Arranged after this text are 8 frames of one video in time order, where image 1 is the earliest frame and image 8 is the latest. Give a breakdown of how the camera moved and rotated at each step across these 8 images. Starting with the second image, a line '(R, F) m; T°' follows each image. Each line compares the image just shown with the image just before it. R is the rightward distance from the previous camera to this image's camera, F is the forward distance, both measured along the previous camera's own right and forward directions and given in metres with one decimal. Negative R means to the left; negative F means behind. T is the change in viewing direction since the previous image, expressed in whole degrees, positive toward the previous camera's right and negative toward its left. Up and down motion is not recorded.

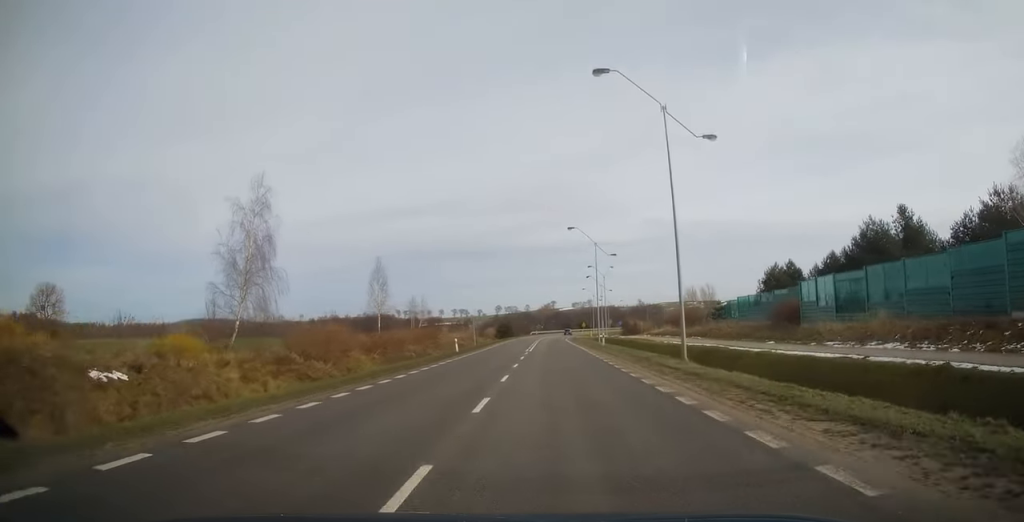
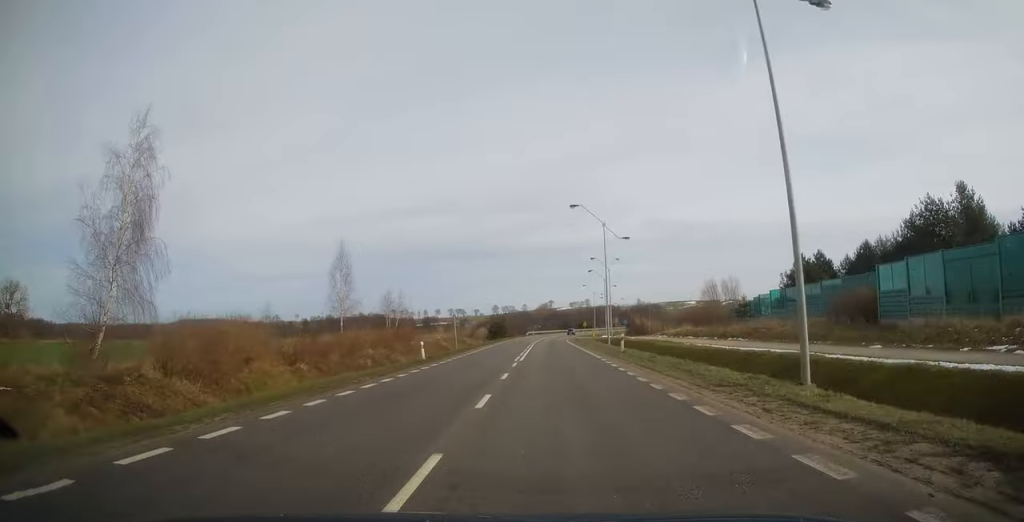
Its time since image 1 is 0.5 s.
(0.0, +11.5) m; 0°
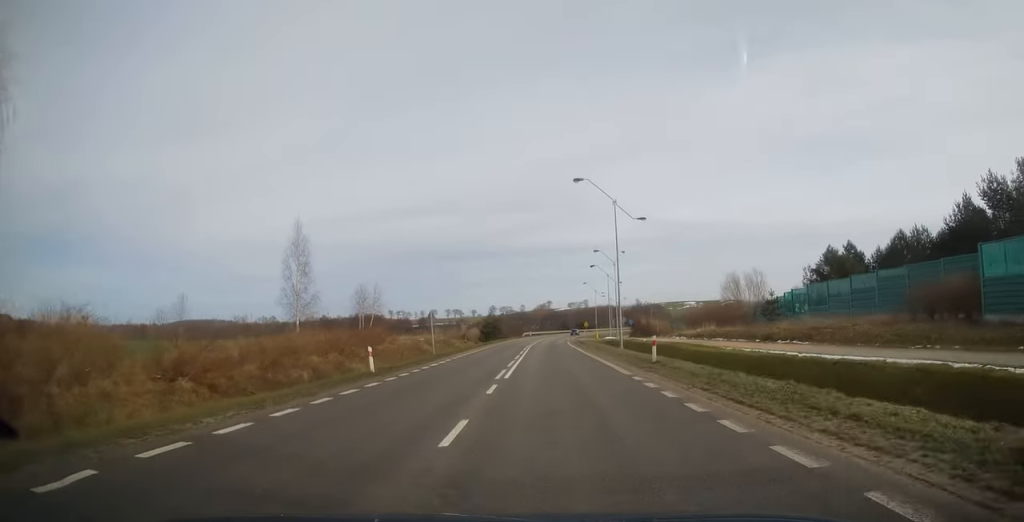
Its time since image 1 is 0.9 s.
(0.0, +9.6) m; 0°
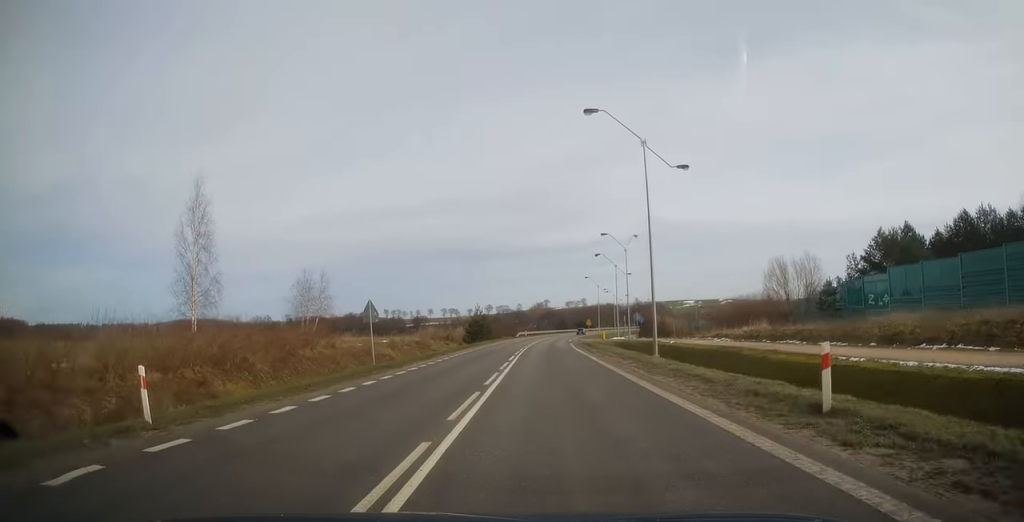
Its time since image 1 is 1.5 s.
(0.0, +13.9) m; 0°
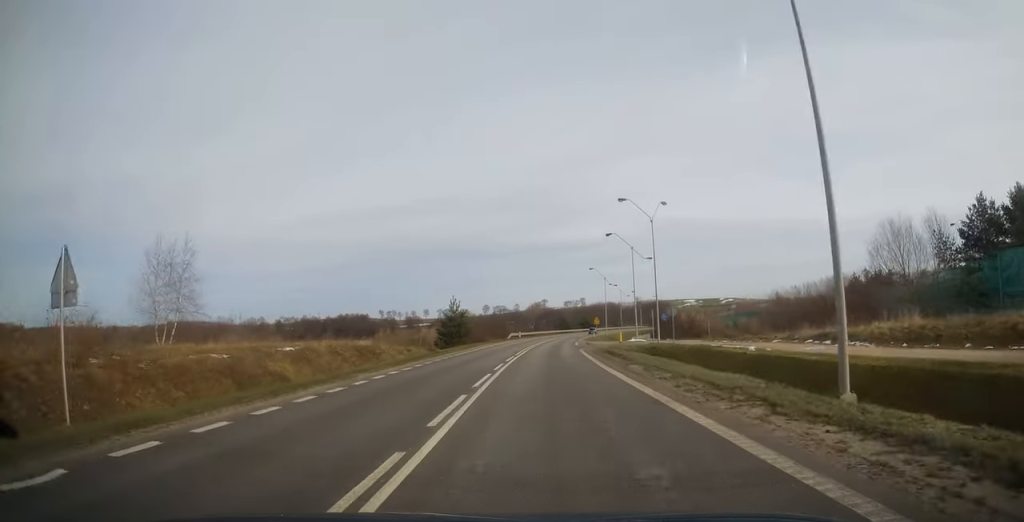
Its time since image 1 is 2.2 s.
(0.0, +18.6) m; 0°
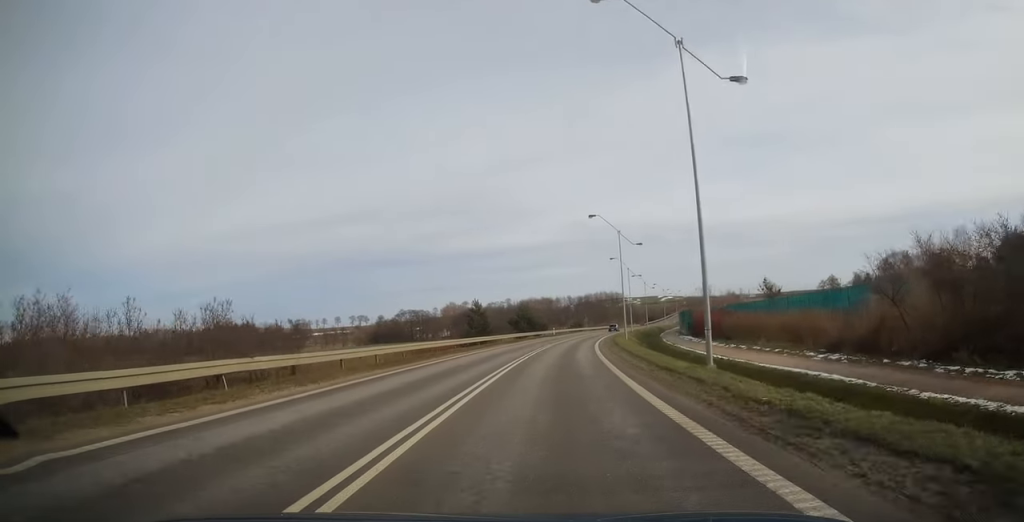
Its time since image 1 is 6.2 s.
(+4.2, +91.5) m; +6°
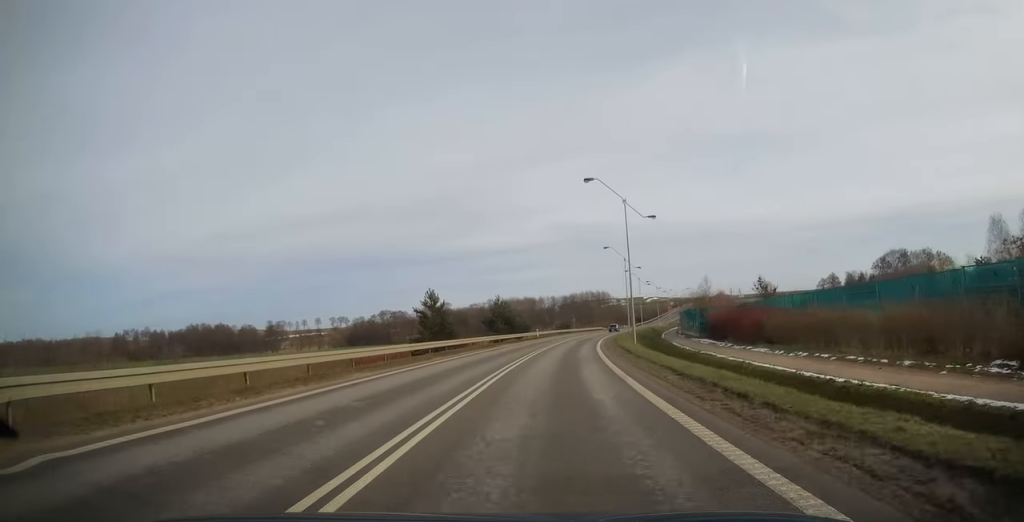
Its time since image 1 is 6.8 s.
(0.0, +14.7) m; +1°
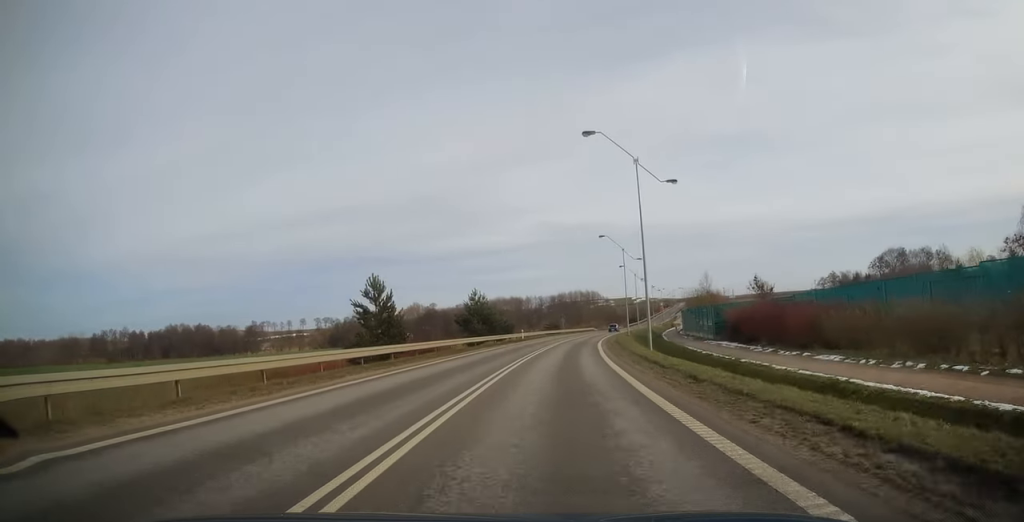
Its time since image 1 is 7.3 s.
(+0.1, +10.9) m; +1°
